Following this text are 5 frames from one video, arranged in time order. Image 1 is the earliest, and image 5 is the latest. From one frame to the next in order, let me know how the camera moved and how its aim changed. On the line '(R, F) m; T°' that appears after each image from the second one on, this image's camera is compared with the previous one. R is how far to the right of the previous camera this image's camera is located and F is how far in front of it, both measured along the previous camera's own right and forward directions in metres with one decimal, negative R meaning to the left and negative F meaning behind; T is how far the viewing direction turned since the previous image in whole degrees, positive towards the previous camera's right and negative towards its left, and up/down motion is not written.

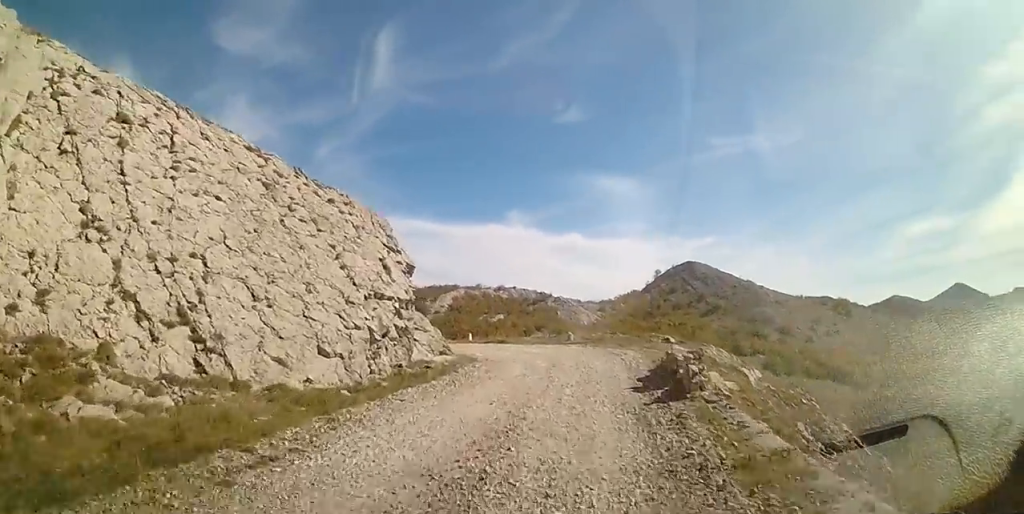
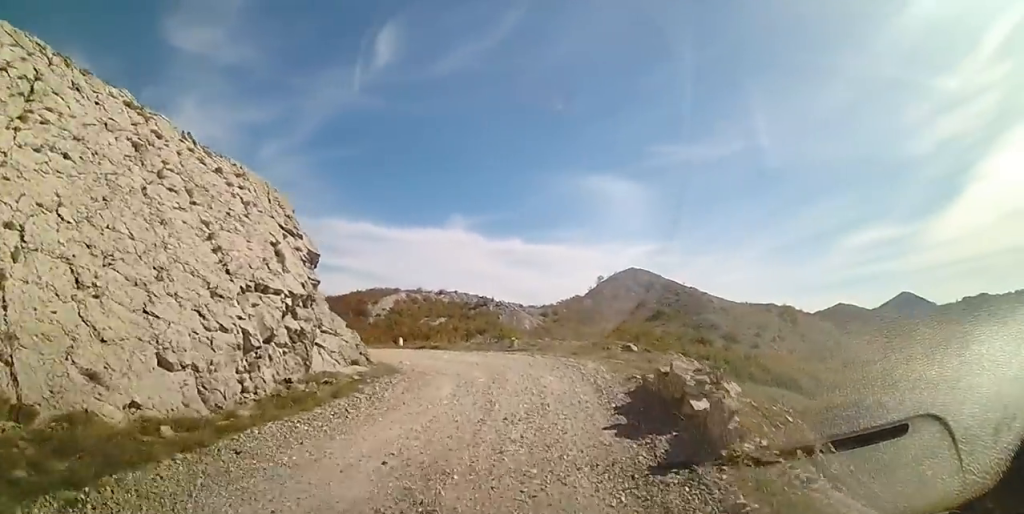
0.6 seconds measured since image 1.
(+0.1, +3.6) m; +1°
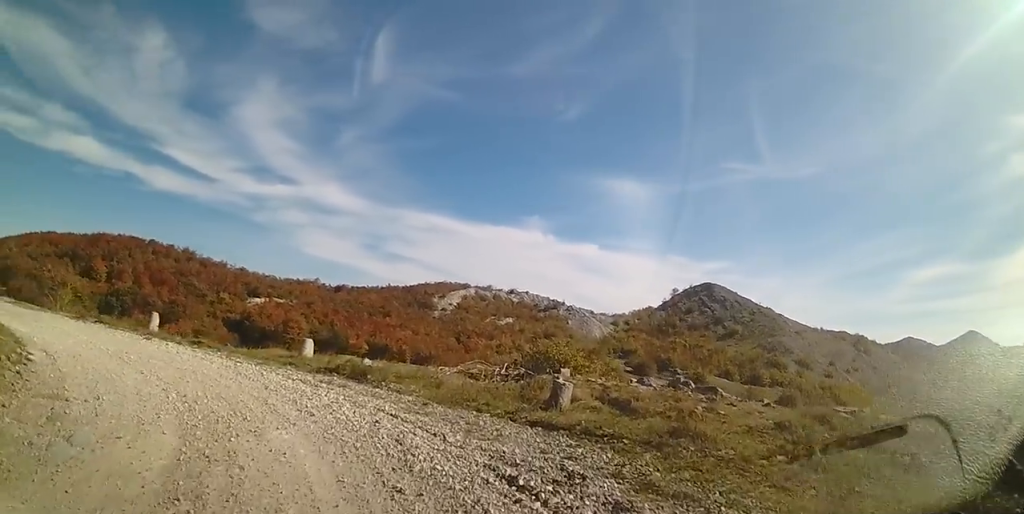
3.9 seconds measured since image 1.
(+0.4, +15.9) m; -12°
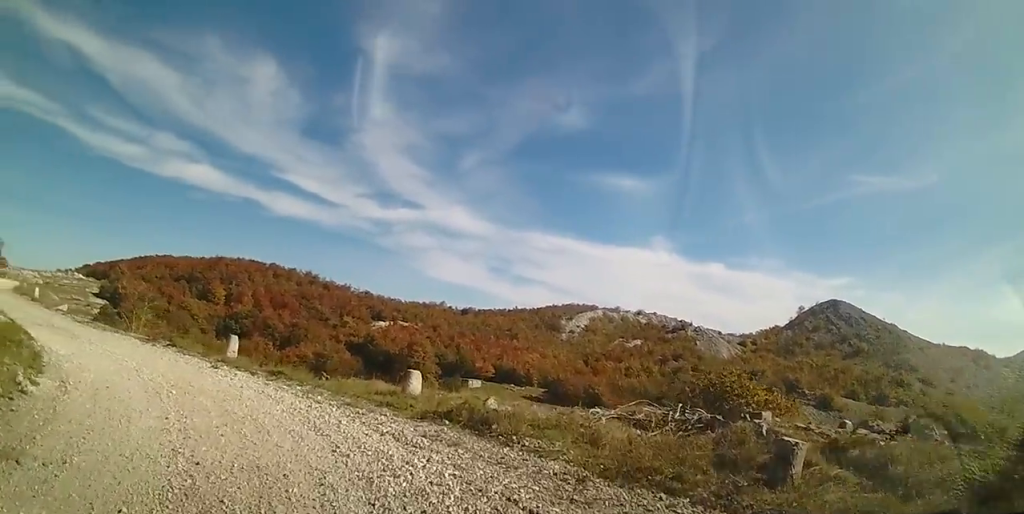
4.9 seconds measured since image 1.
(-0.3, +3.4) m; -9°
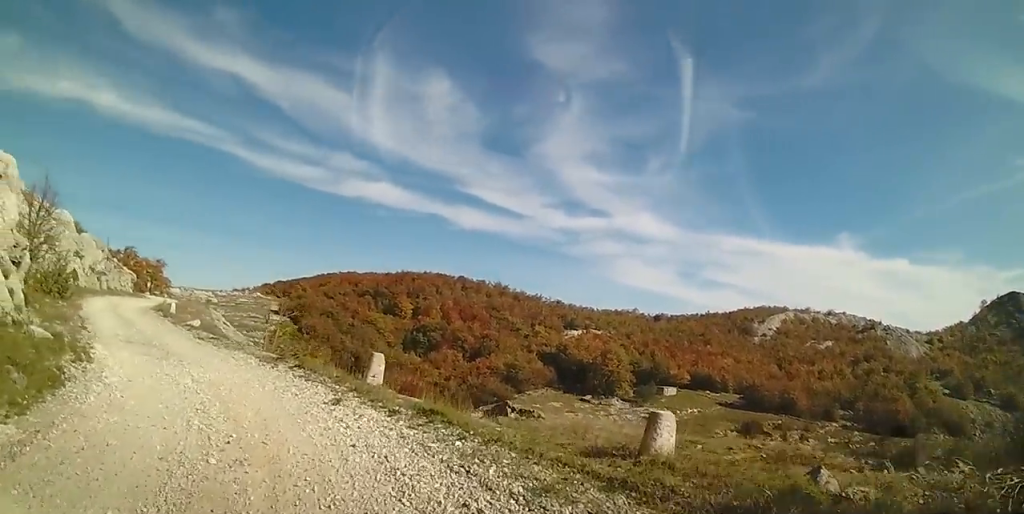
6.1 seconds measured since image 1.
(-0.3, +4.1) m; -20°
